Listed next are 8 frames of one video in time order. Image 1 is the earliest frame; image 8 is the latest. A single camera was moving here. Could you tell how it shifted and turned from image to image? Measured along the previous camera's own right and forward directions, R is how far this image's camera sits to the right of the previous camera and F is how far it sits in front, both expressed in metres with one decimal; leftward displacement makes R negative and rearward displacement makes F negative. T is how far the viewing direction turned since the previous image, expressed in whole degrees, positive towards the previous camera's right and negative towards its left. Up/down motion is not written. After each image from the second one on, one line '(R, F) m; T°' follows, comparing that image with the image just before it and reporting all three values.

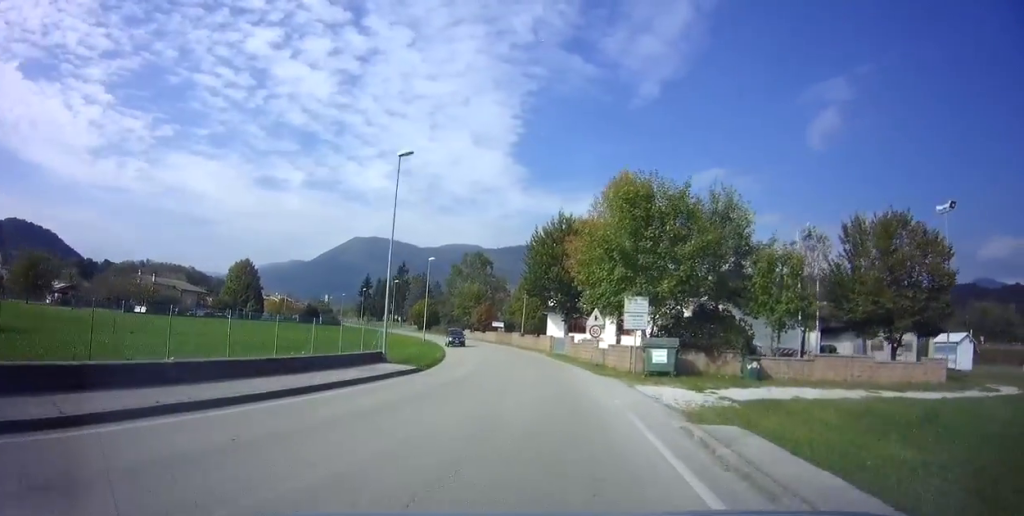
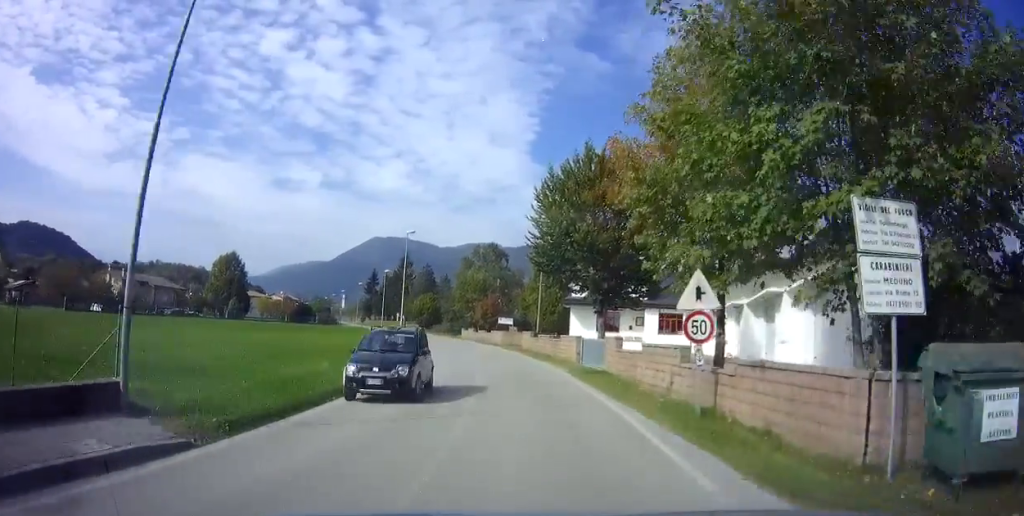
(+0.1, +14.7) m; -3°
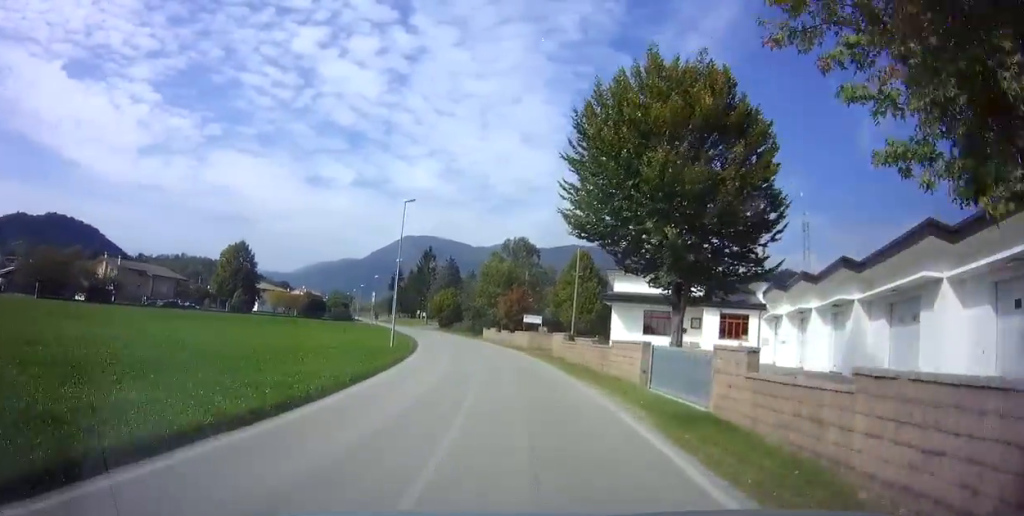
(-0.4, +9.3) m; -3°
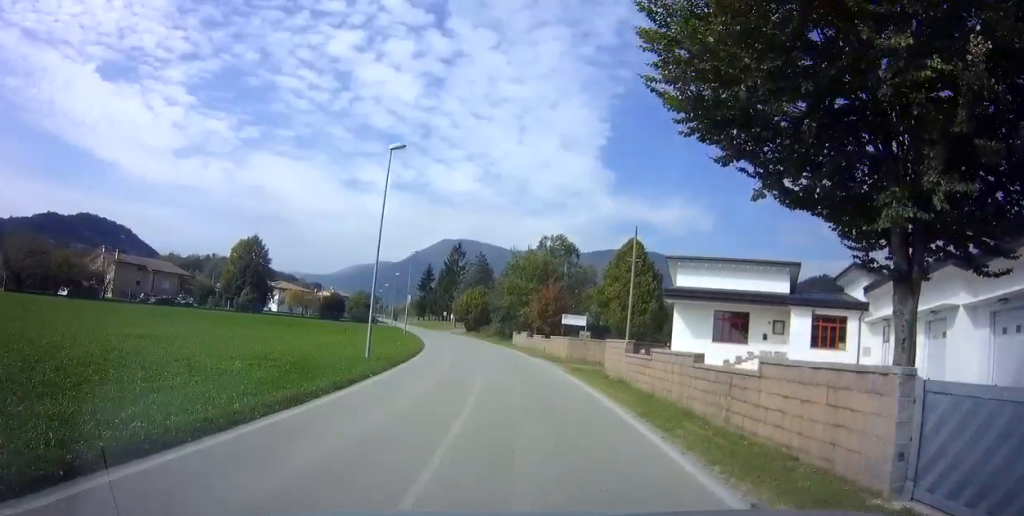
(0.0, +9.6) m; -3°
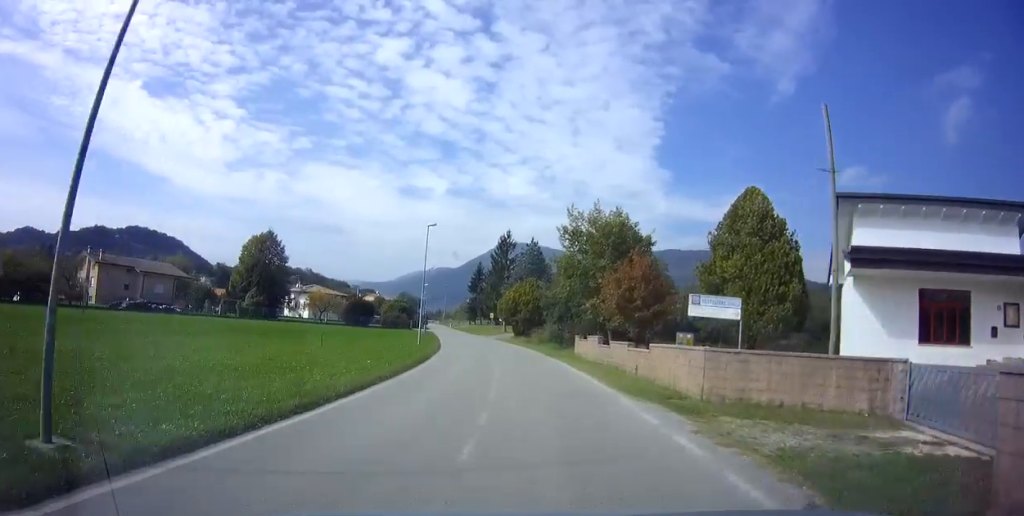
(-1.0, +16.2) m; -6°
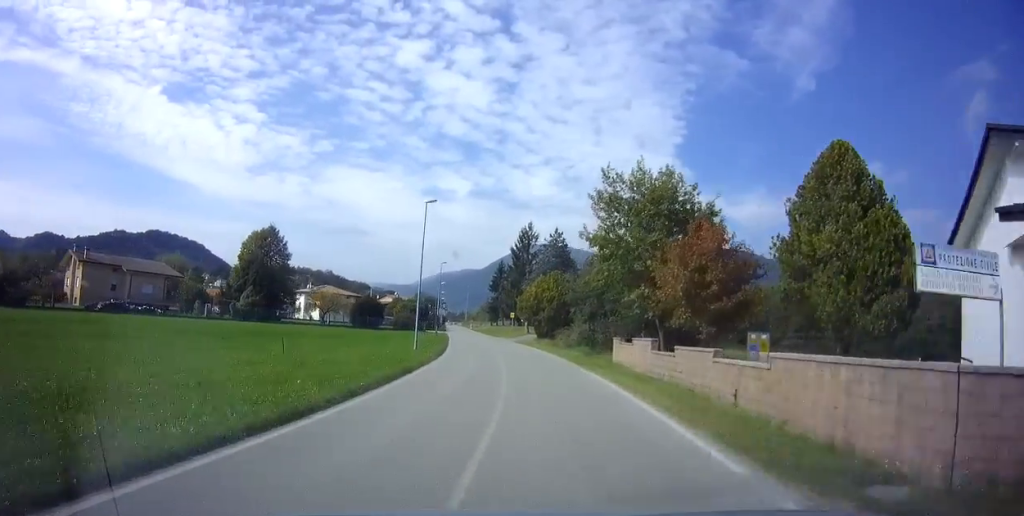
(-0.1, +7.5) m; -2°
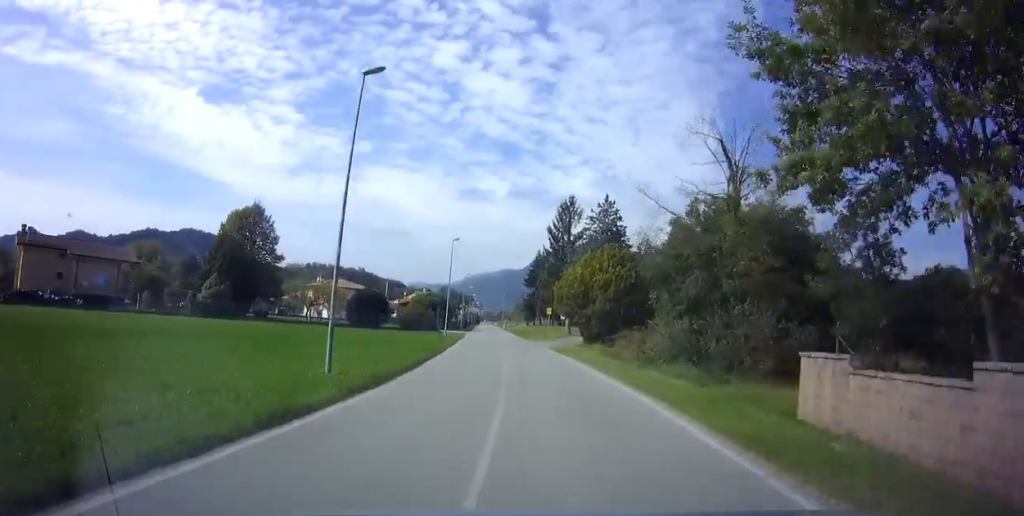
(-0.6, +15.8) m; -4°
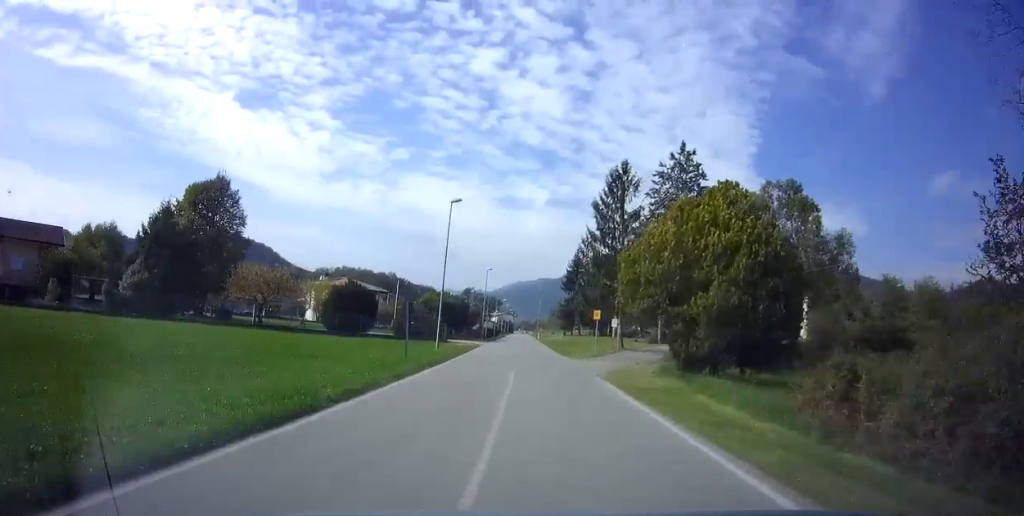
(-0.7, +16.5) m; -4°
